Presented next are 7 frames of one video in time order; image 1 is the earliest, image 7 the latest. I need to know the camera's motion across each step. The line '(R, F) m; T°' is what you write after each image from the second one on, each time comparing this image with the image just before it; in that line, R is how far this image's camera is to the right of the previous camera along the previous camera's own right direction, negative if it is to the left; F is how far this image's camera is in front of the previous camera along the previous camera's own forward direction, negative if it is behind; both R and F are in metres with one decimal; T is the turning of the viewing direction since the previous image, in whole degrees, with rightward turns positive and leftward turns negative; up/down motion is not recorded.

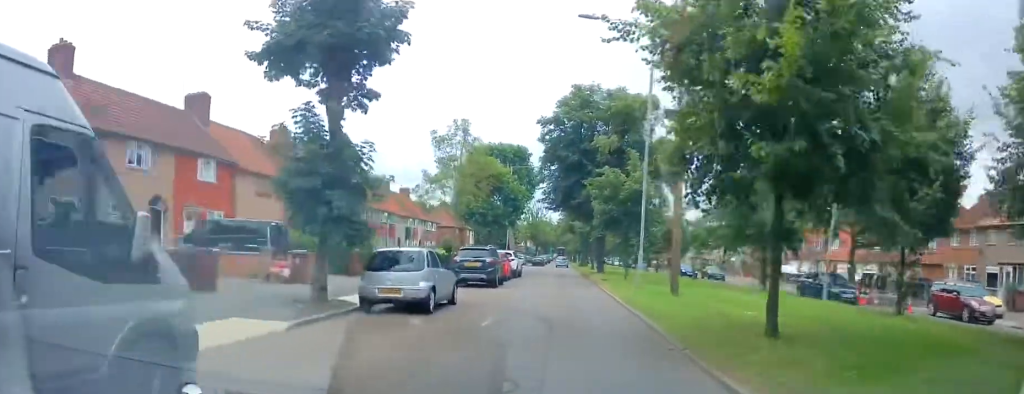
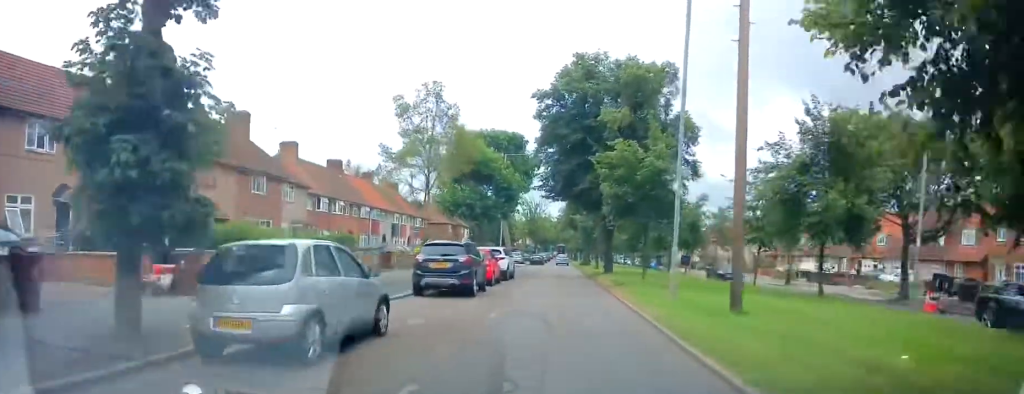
(+0.2, +6.1) m; 0°
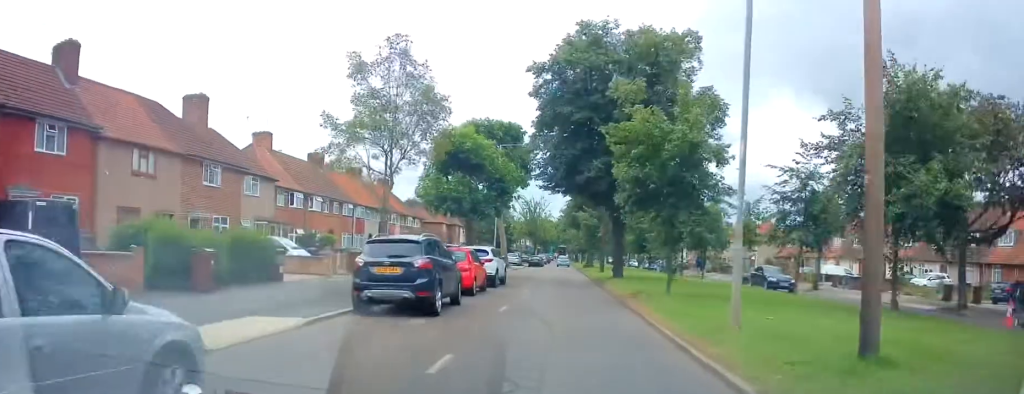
(+0.1, +5.1) m; 0°
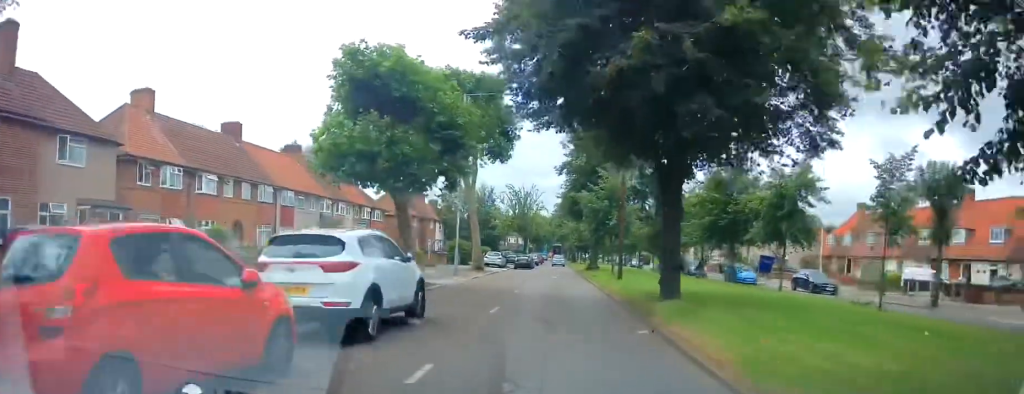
(-0.1, +14.8) m; +1°
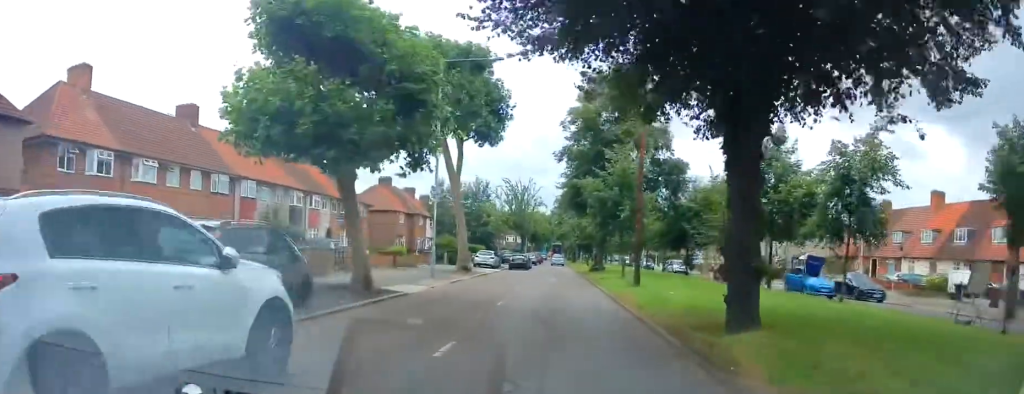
(+0.1, +5.8) m; 0°
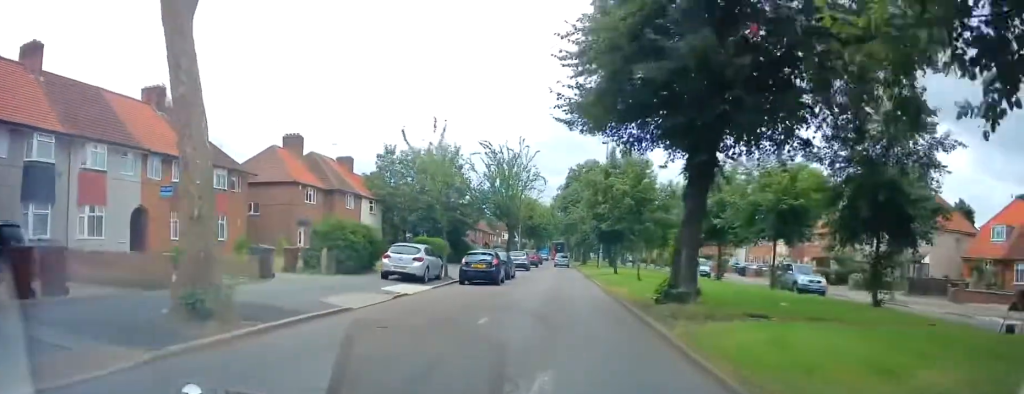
(-0.5, +26.0) m; -2°
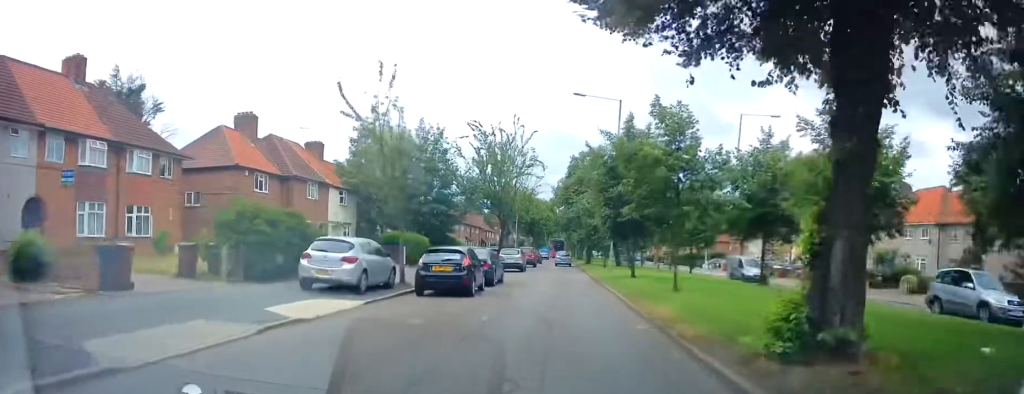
(-0.1, +7.4) m; 0°
